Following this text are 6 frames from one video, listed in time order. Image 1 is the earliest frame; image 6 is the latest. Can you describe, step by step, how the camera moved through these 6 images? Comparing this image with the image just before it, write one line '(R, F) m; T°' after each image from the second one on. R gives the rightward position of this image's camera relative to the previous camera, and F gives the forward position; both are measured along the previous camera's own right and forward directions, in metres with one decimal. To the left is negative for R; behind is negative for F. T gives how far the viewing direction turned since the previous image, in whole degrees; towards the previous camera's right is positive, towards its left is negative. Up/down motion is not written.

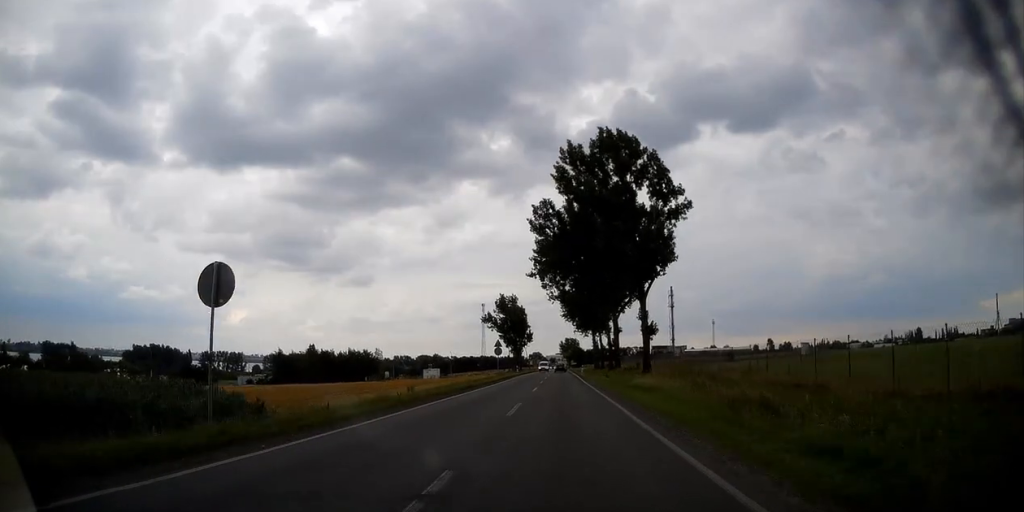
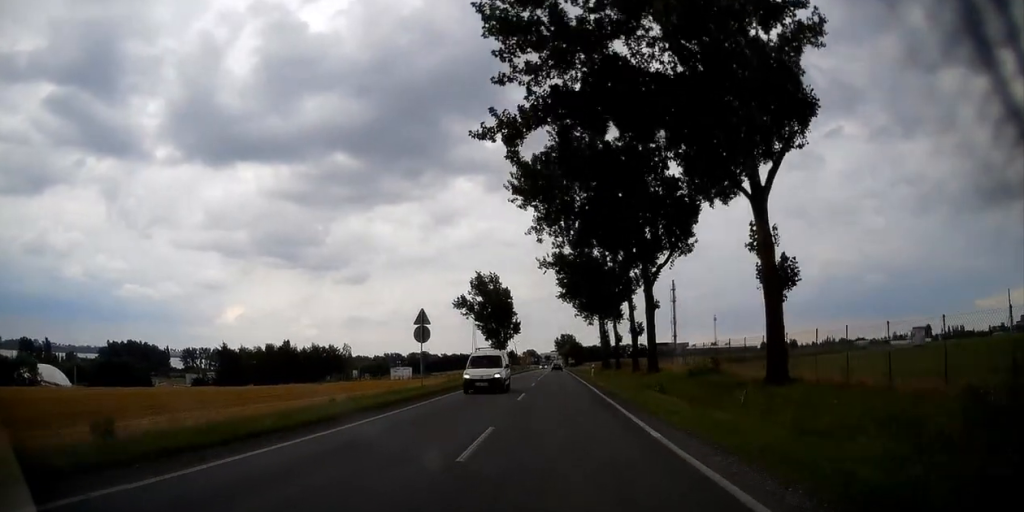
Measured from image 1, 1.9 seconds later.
(-0.6, +32.5) m; -1°
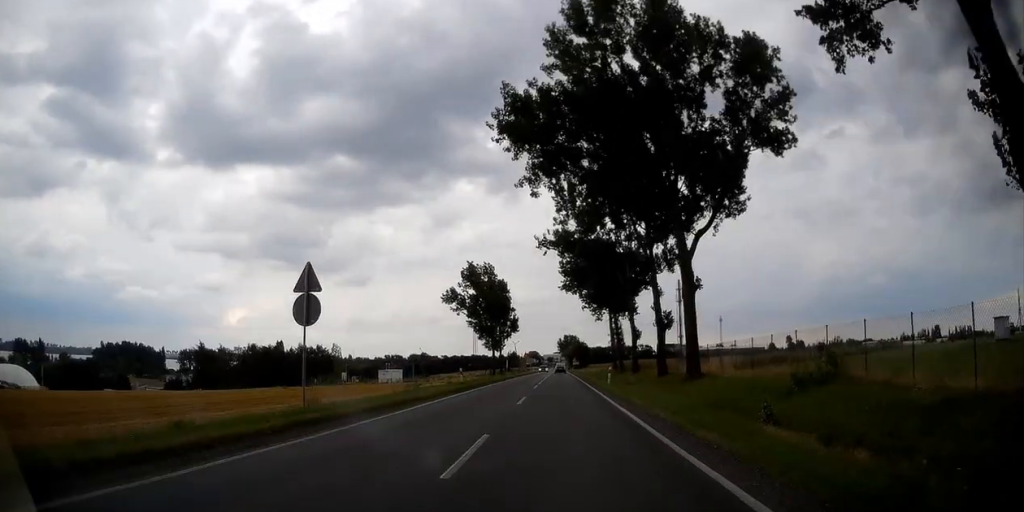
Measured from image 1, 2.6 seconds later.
(+0.1, +13.4) m; +1°
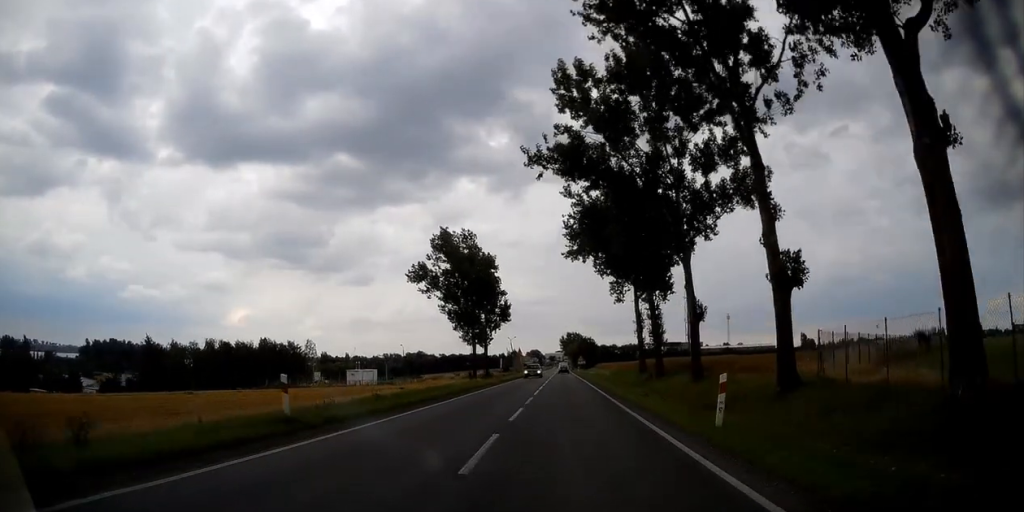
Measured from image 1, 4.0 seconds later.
(0.0, +23.9) m; 0°
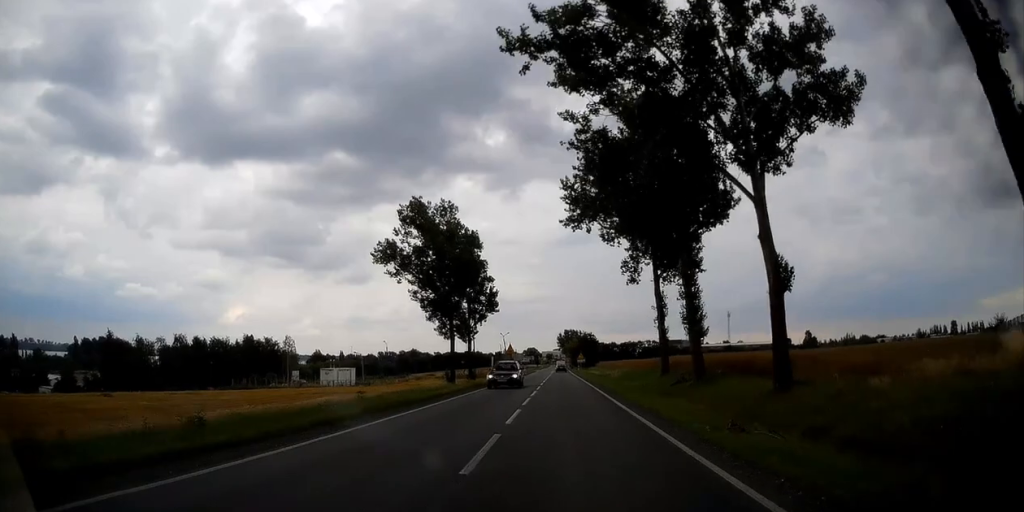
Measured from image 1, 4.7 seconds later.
(0.0, +12.8) m; 0°
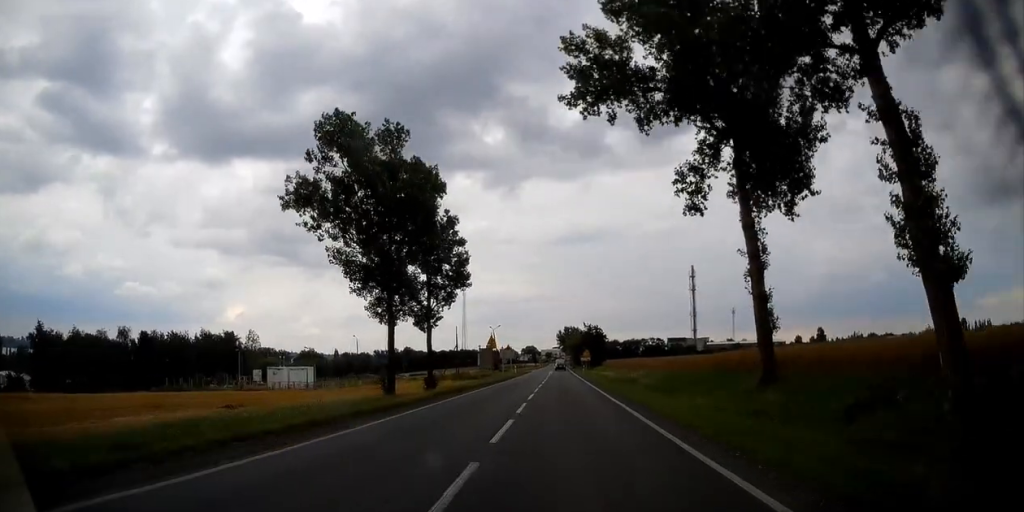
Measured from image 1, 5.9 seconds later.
(0.0, +20.9) m; 0°
